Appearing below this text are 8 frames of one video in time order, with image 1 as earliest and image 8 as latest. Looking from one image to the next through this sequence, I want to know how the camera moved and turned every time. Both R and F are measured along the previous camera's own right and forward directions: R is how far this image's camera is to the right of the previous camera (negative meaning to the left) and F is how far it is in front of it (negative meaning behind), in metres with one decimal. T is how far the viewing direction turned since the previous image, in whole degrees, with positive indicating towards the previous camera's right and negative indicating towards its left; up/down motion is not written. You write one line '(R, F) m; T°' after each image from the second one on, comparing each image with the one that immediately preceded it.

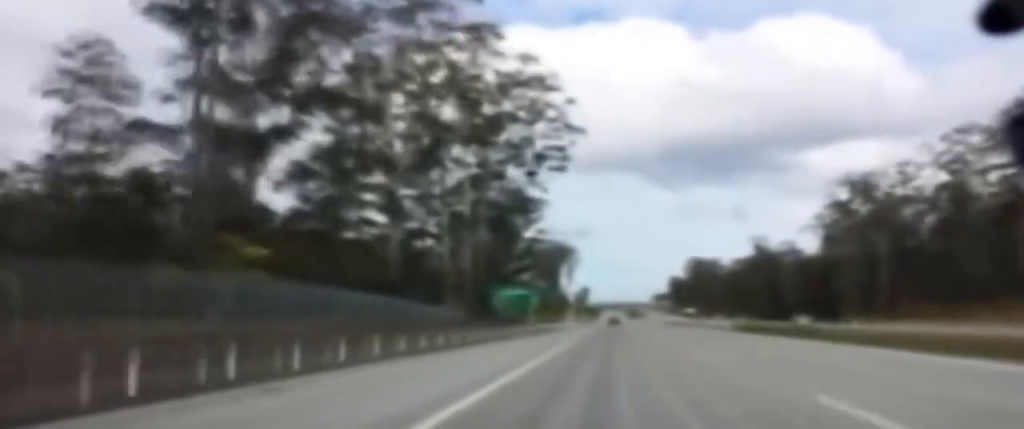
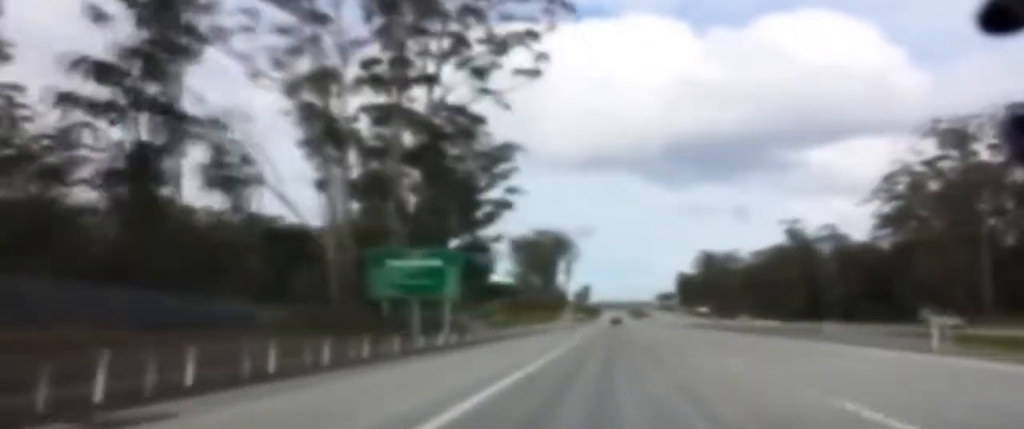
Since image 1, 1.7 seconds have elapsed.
(+0.5, +50.5) m; +2°
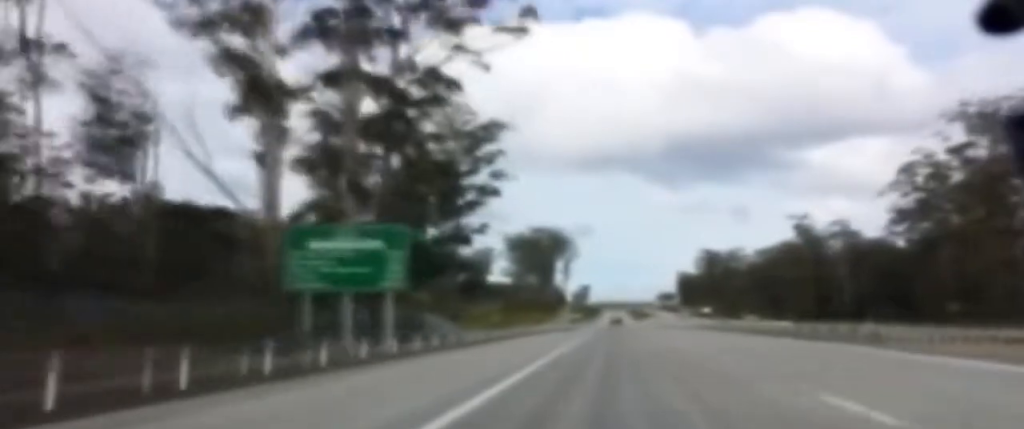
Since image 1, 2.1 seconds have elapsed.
(+0.1, +12.2) m; 0°
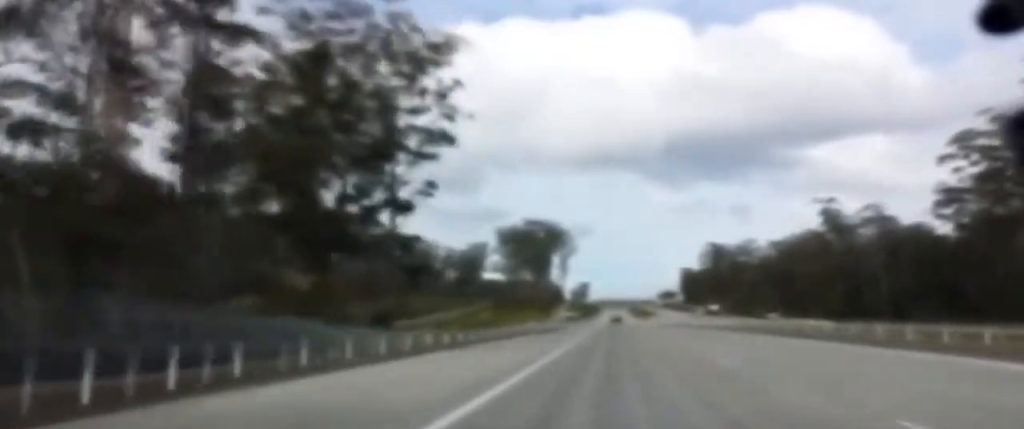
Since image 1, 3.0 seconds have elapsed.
(0.0, +28.5) m; -3°
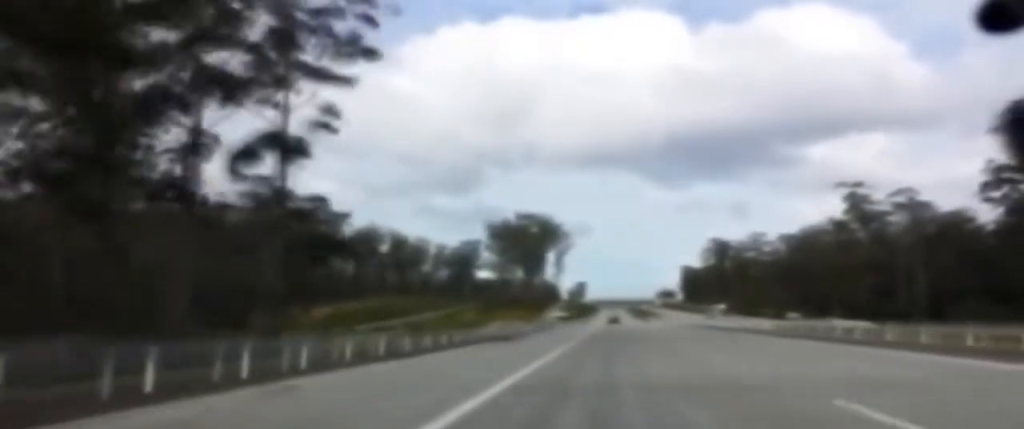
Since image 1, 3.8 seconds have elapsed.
(-0.8, +23.3) m; -4°
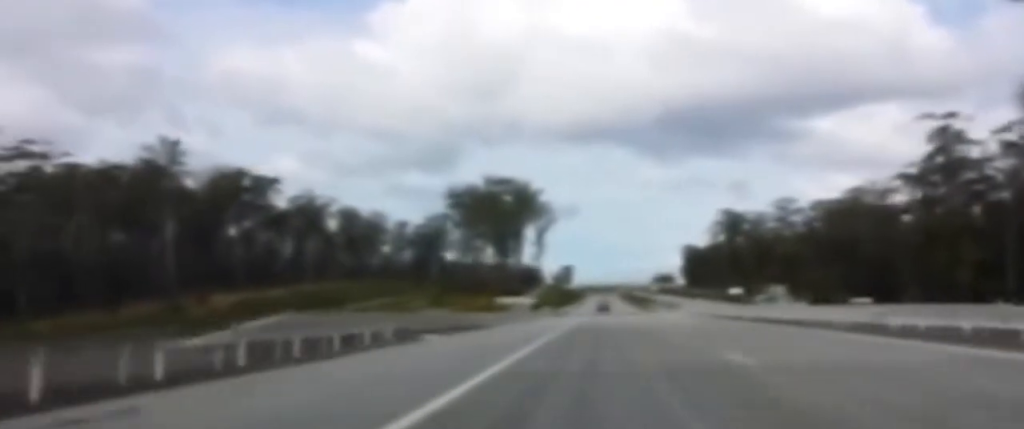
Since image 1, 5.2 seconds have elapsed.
(+0.1, +42.3) m; +5°
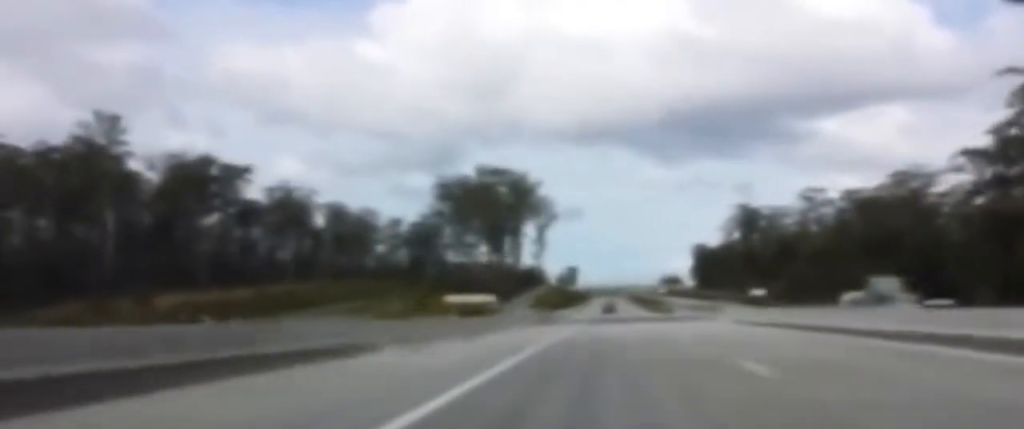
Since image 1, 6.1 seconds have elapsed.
(+1.8, +27.1) m; +5°
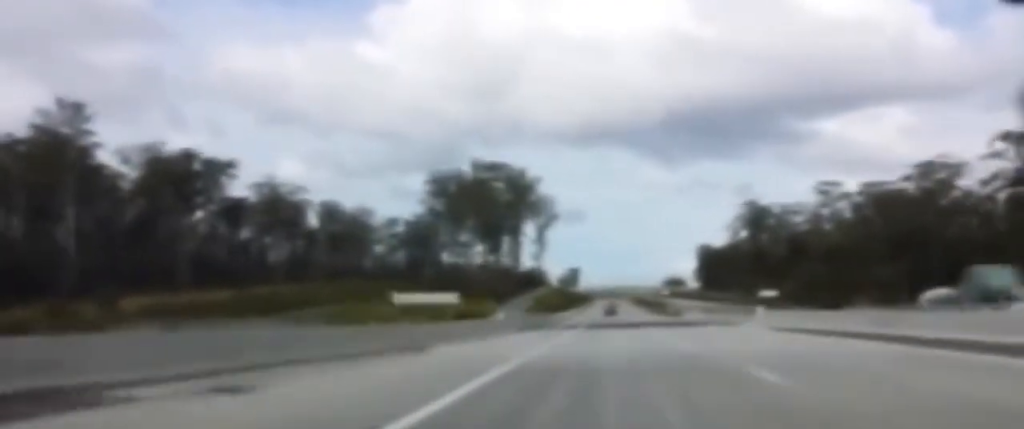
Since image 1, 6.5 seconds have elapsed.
(+0.5, +13.2) m; 0°
